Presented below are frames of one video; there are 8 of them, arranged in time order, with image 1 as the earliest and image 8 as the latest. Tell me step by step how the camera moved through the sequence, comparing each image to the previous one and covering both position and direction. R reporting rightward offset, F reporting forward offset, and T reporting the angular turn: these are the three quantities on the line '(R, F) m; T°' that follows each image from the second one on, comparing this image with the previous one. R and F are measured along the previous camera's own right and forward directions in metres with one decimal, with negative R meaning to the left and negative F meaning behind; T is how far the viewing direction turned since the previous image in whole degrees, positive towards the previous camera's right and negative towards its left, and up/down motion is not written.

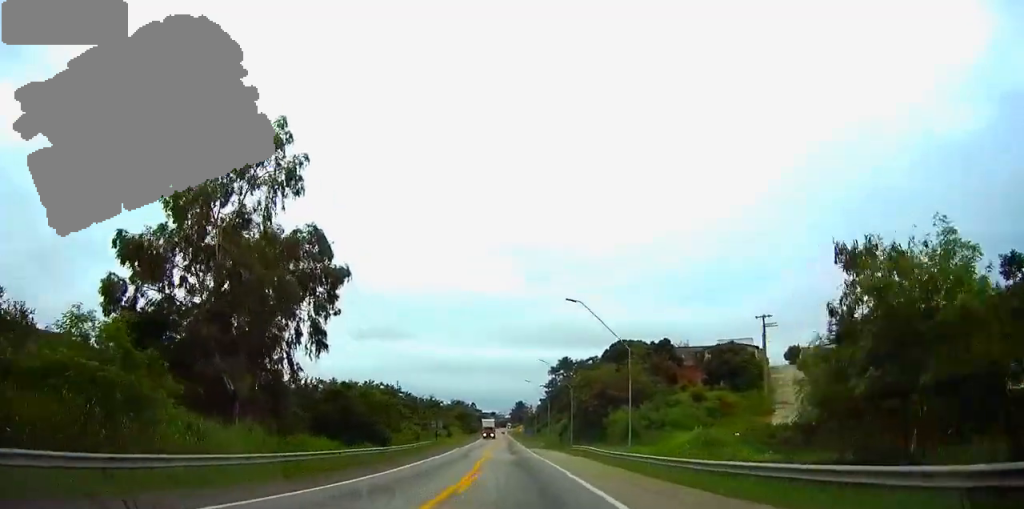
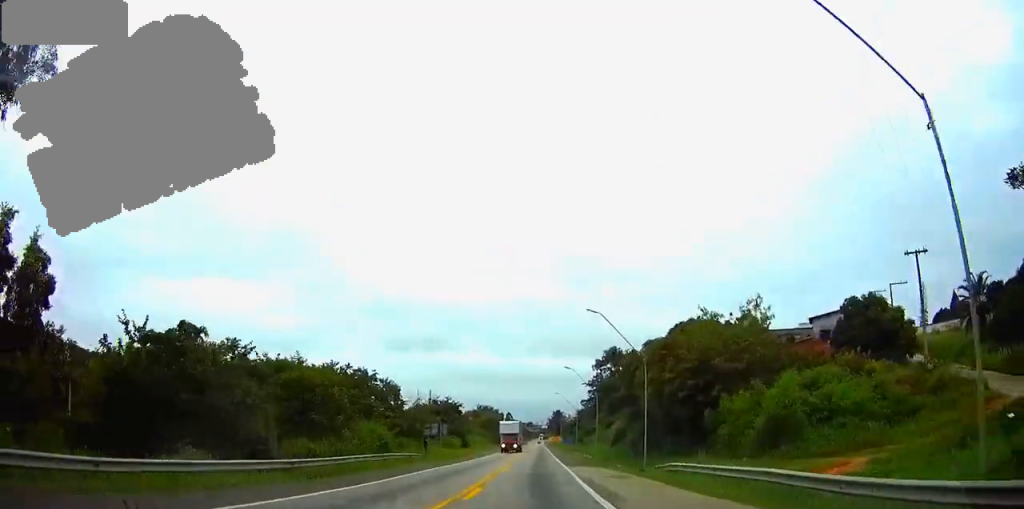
(-0.9, +33.1) m; -2°
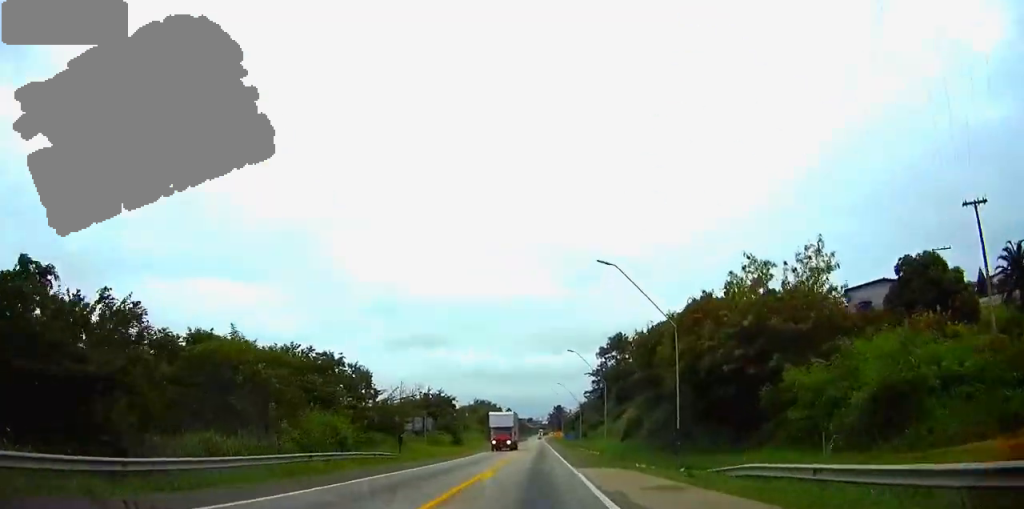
(-0.1, +10.8) m; 0°
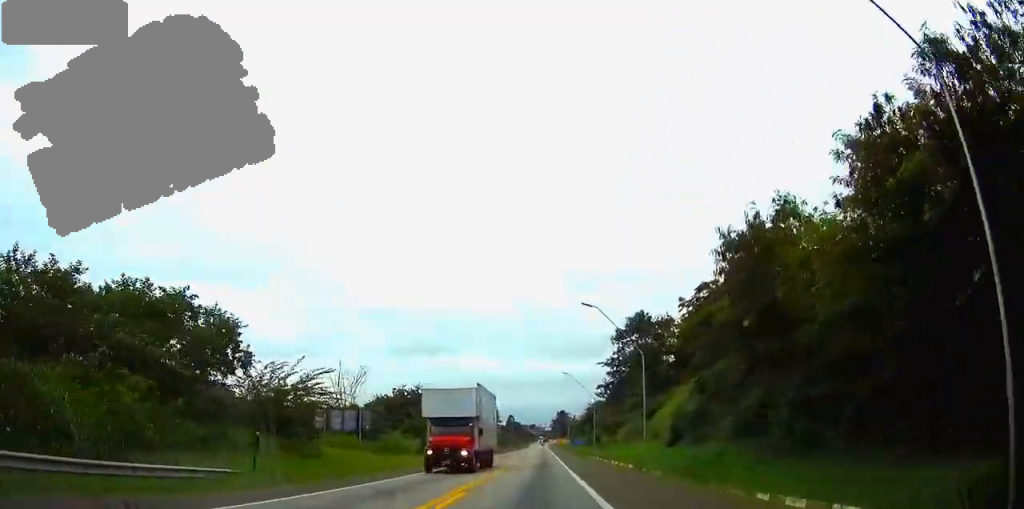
(-0.1, +25.2) m; 0°
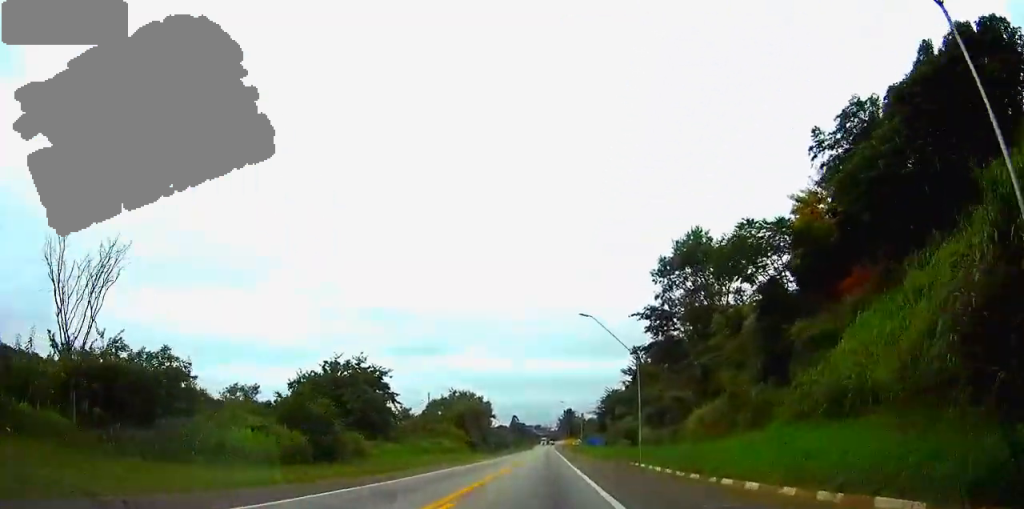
(-0.2, +36.1) m; 0°
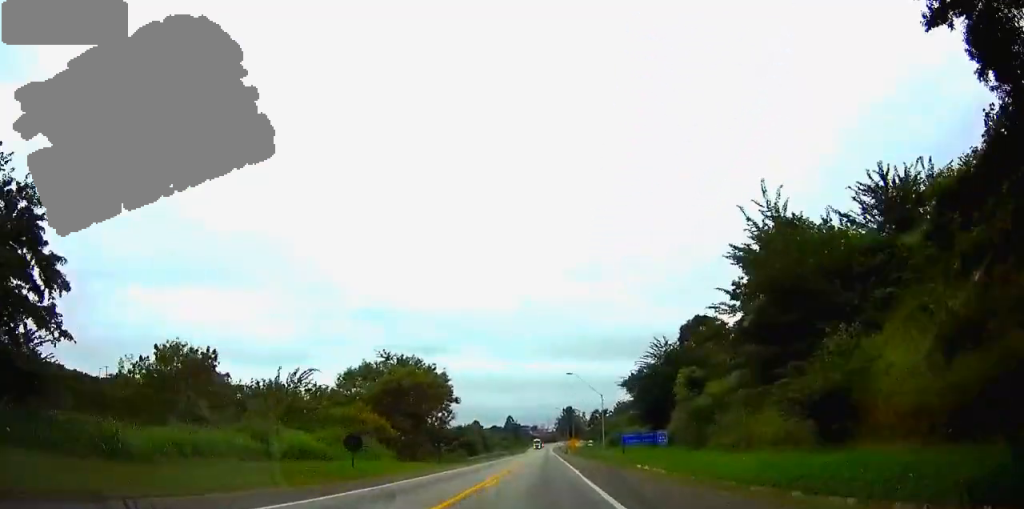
(0.0, +53.5) m; 0°
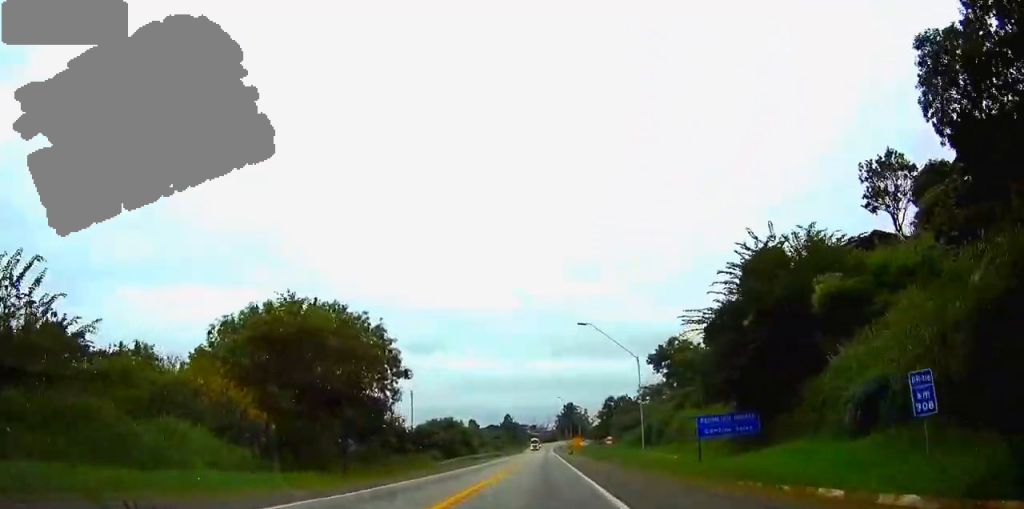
(0.0, +30.0) m; 0°
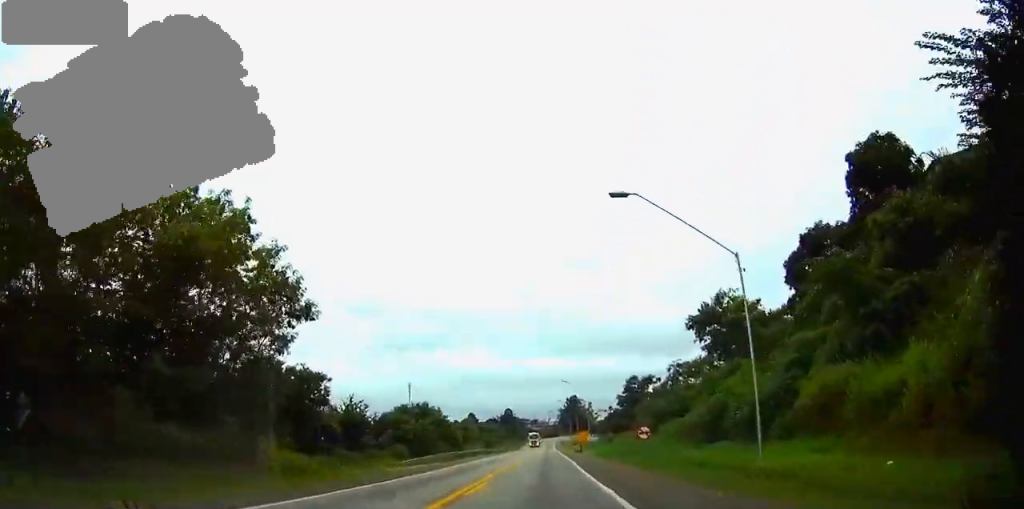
(0.0, +23.6) m; 0°
